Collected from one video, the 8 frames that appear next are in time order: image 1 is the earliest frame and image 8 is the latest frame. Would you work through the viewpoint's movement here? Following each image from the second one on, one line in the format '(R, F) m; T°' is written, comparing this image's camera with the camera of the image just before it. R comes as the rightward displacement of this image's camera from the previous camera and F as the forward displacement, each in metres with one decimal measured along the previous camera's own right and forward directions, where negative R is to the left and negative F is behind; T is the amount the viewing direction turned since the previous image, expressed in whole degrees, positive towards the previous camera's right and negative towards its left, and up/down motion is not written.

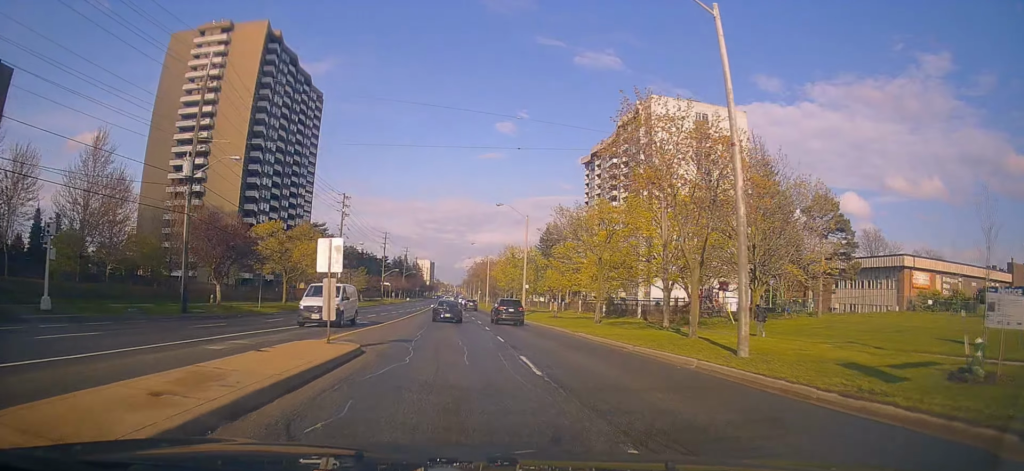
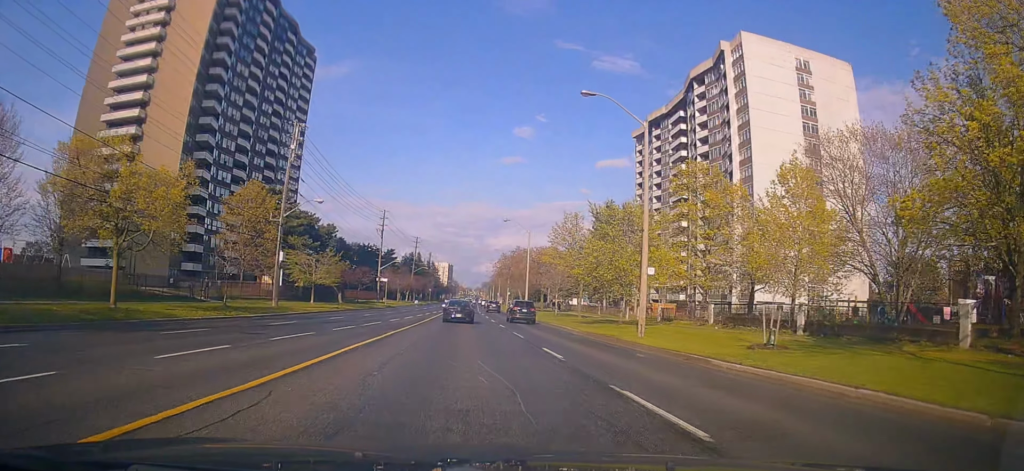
(0.0, +31.9) m; +2°
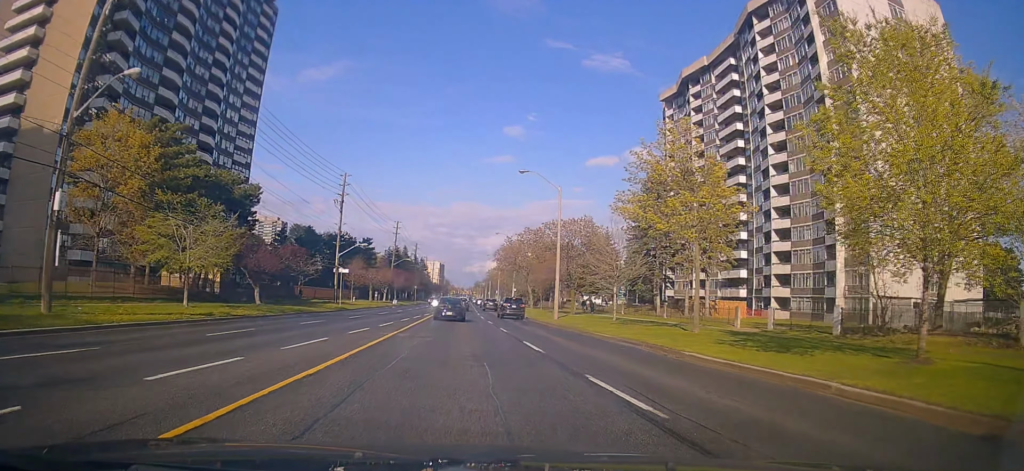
(+0.2, +25.3) m; 0°
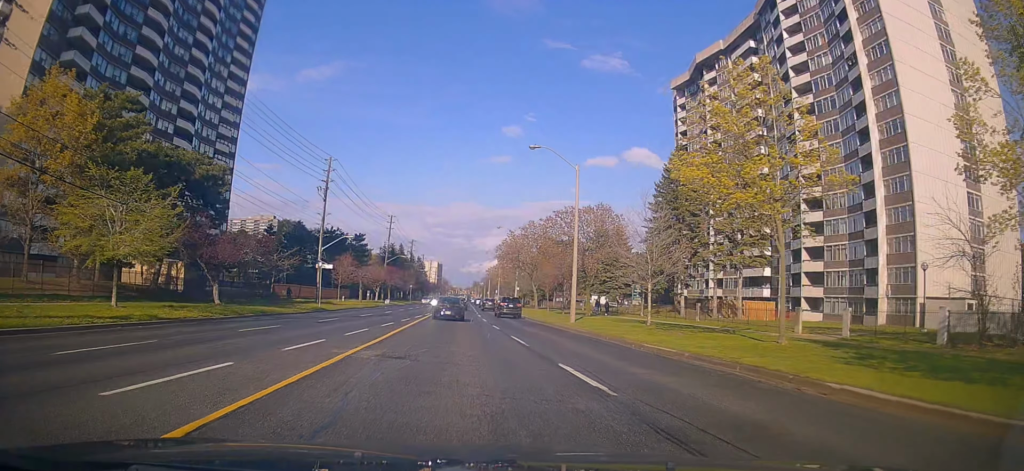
(0.0, +7.3) m; 0°
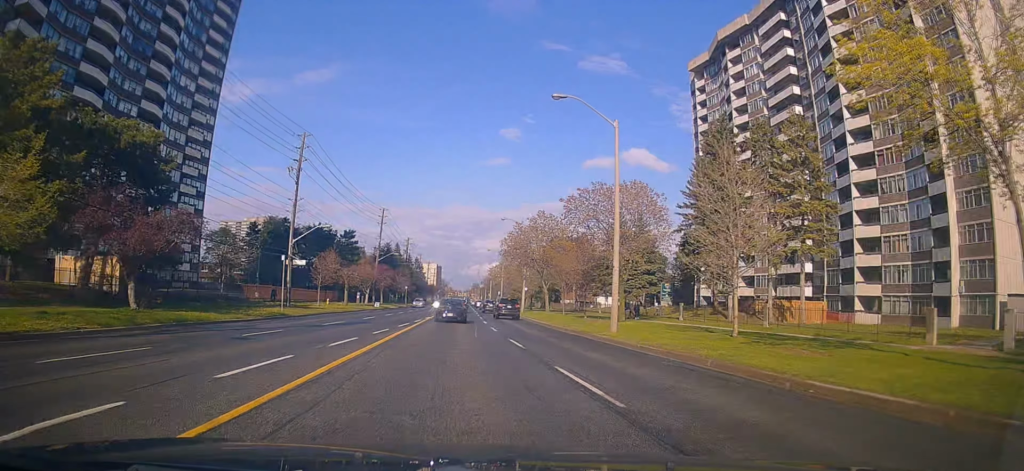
(+0.2, +9.7) m; +1°
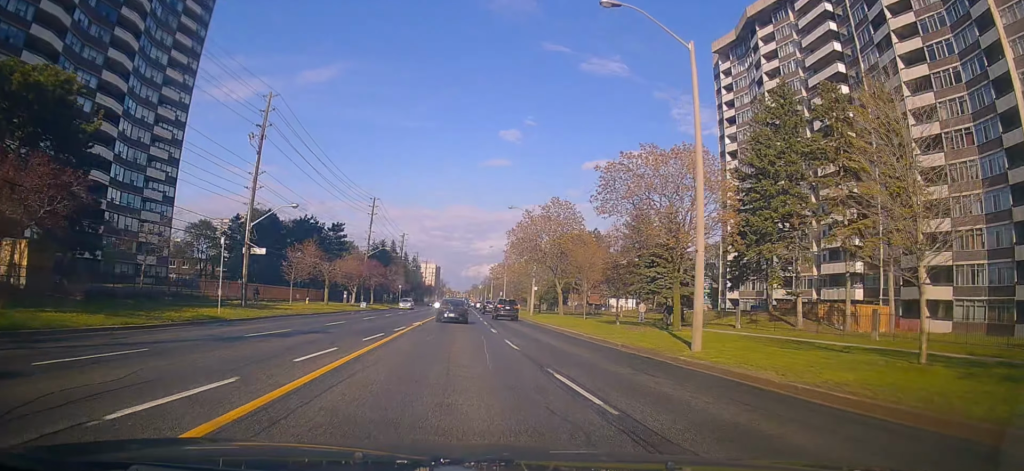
(0.0, +9.3) m; 0°
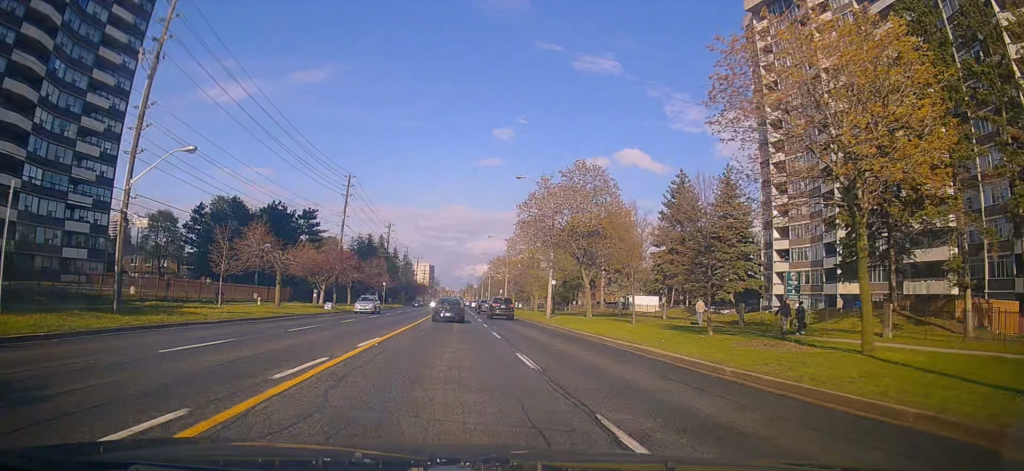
(-0.2, +14.5) m; -1°
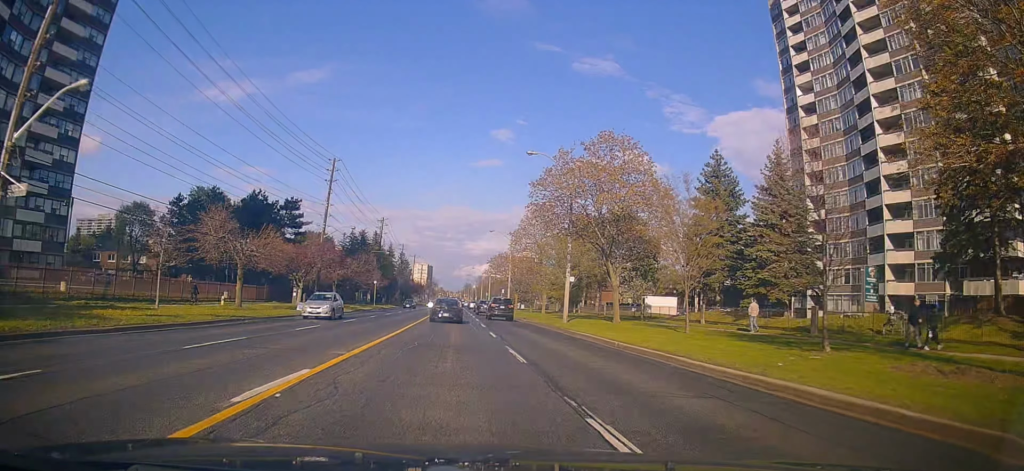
(-0.2, +7.9) m; 0°
